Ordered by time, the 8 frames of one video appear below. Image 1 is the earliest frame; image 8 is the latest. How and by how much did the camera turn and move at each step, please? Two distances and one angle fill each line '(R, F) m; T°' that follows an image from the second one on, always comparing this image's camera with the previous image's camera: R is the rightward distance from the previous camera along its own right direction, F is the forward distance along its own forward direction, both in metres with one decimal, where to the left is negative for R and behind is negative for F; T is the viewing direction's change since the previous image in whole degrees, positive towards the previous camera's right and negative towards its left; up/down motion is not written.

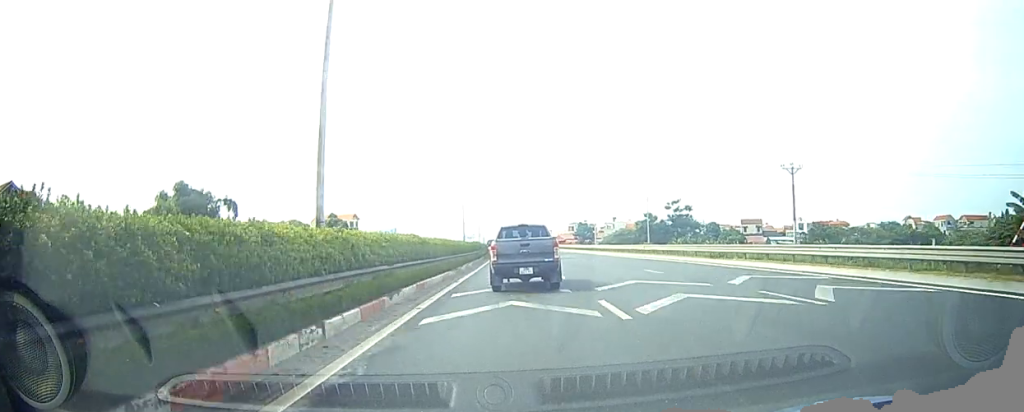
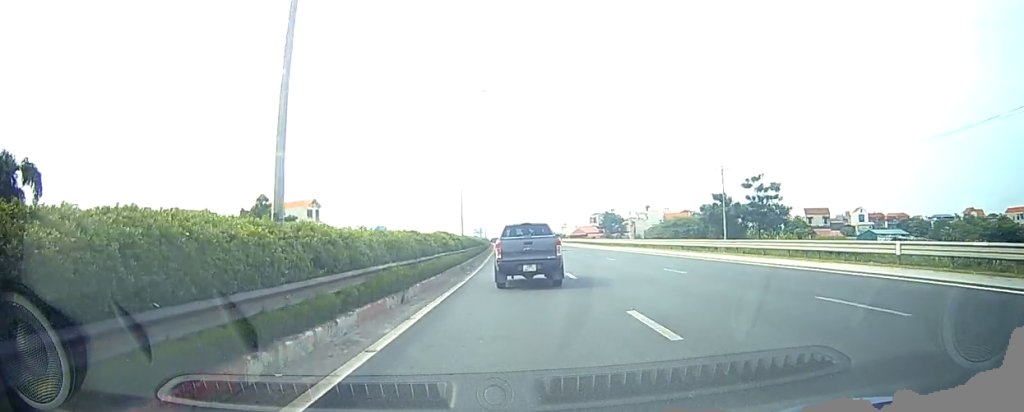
(+0.1, +39.1) m; -2°
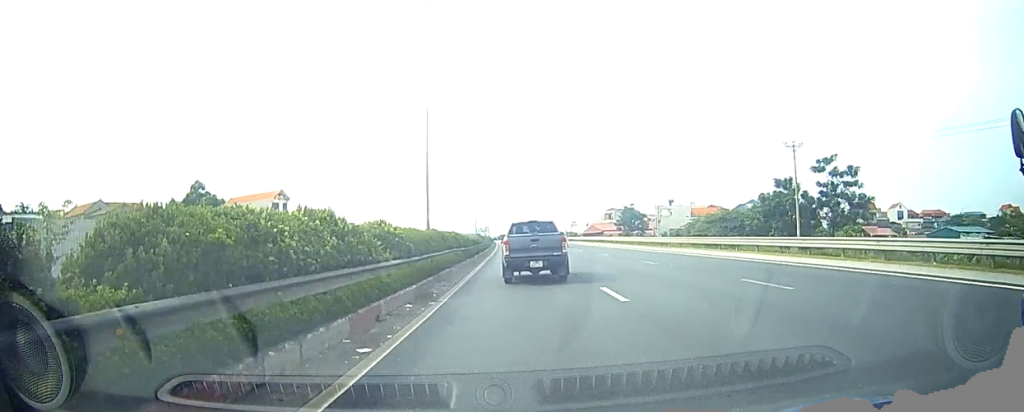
(-0.6, +19.9) m; -2°
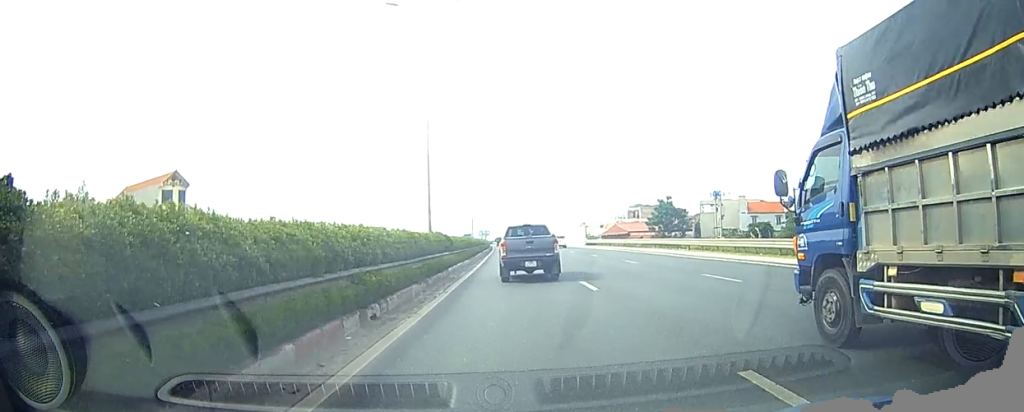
(+0.2, +33.2) m; +1°
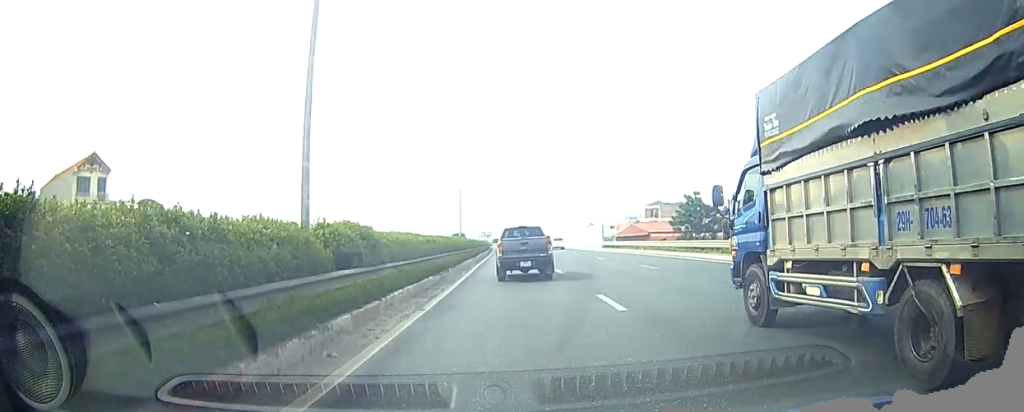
(+0.5, +16.4) m; -1°
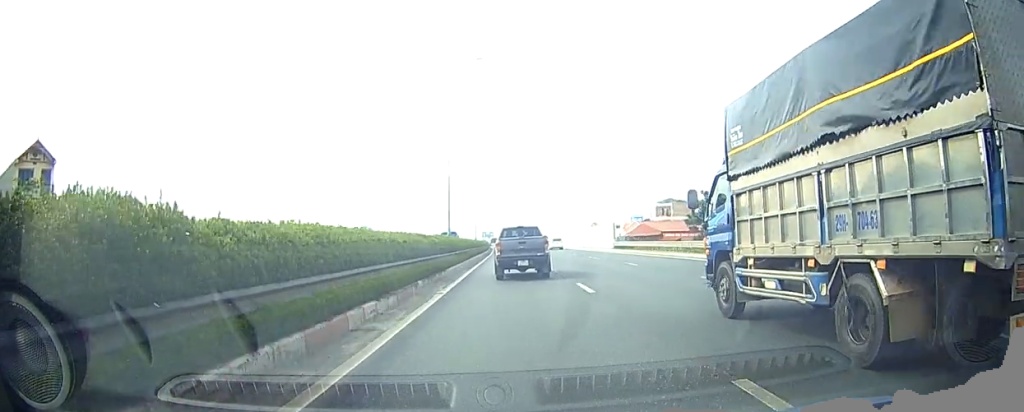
(-0.4, +8.2) m; -1°
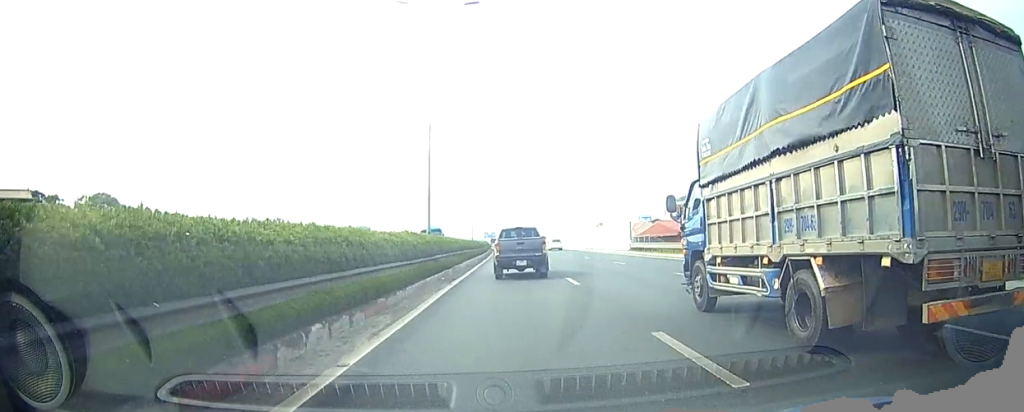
(-0.3, +9.0) m; -1°
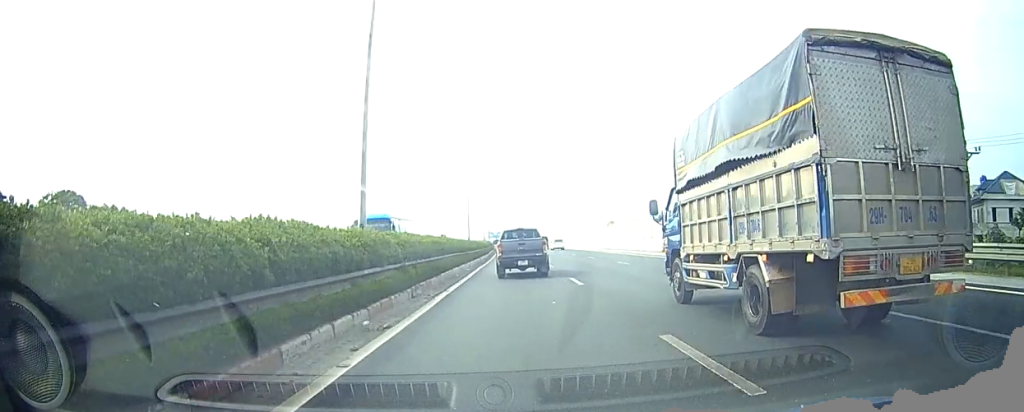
(0.0, +12.1) m; +1°
